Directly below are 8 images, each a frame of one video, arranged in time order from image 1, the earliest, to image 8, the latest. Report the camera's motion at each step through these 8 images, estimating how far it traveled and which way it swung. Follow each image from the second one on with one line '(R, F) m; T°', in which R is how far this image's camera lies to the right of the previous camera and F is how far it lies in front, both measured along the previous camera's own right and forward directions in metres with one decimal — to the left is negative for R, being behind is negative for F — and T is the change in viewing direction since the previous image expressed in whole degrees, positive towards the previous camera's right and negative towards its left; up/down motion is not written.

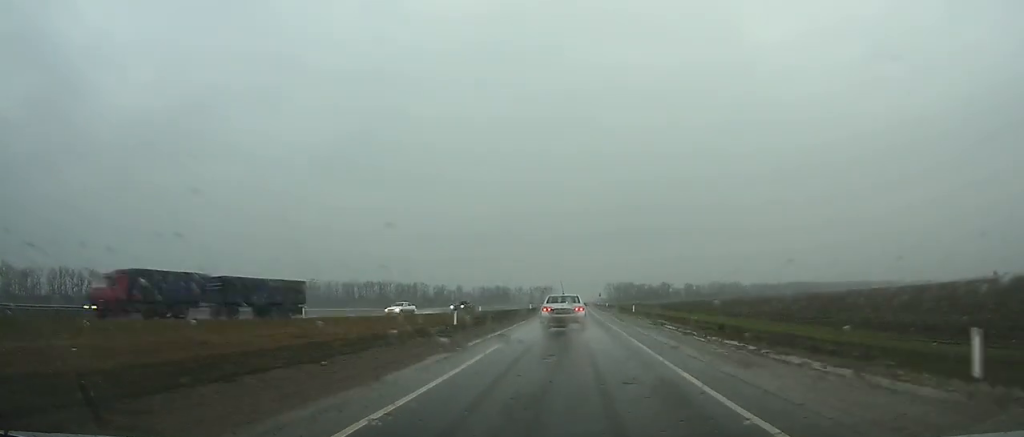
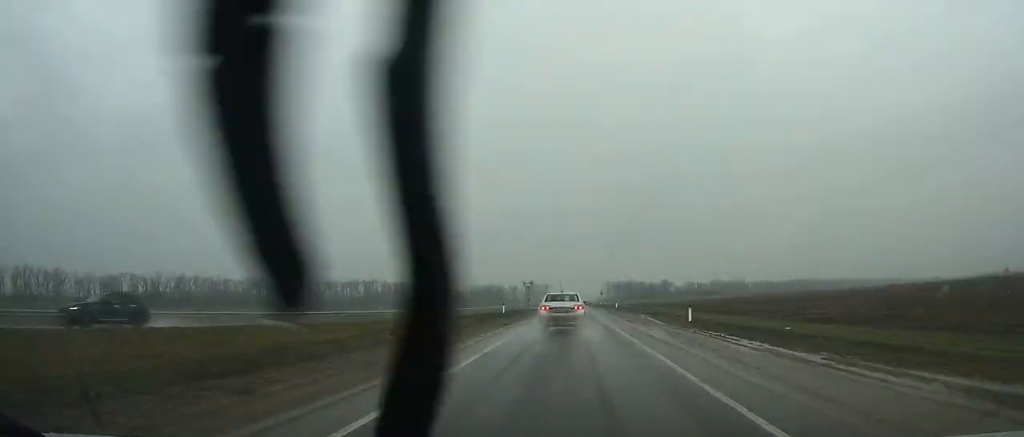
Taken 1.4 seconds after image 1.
(+0.2, +29.0) m; 0°
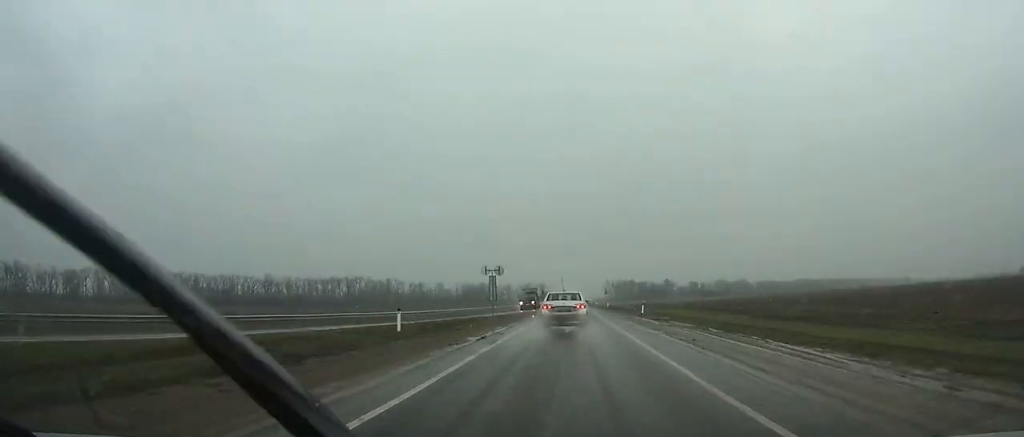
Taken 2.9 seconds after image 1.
(+0.1, +31.0) m; 0°
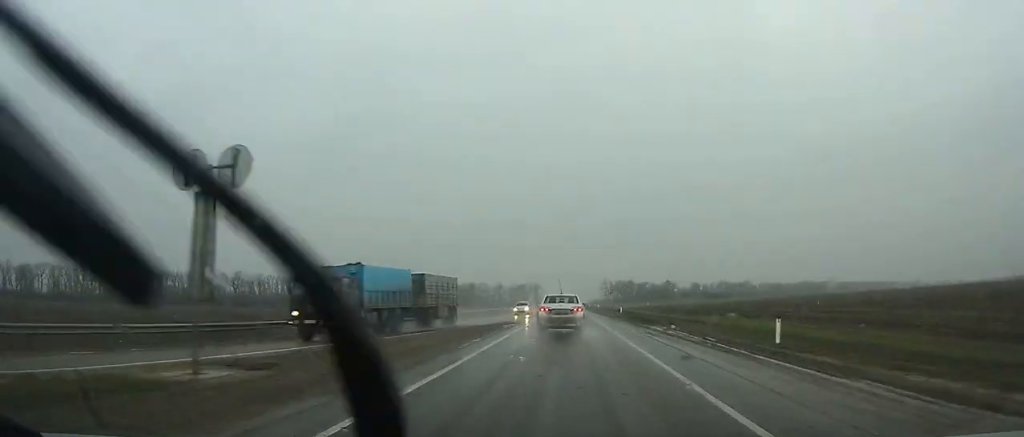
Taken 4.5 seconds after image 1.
(0.0, +33.1) m; 0°
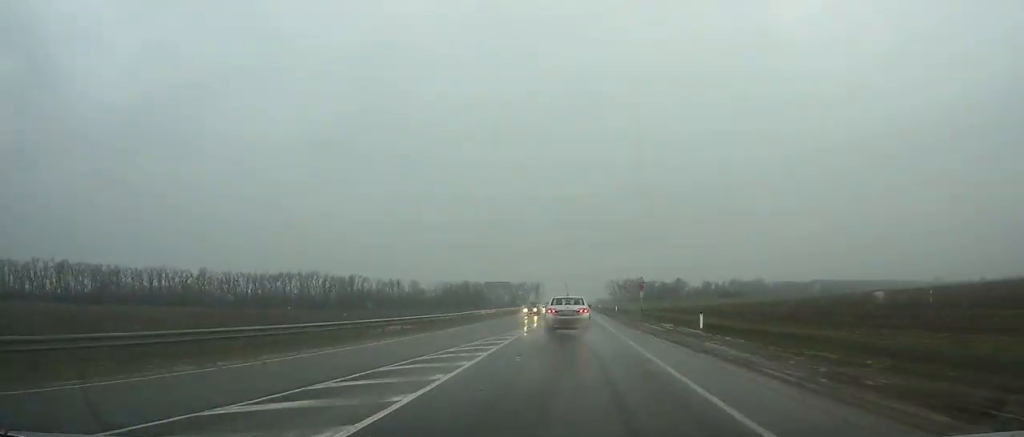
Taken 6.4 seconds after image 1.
(0.0, +39.2) m; 0°
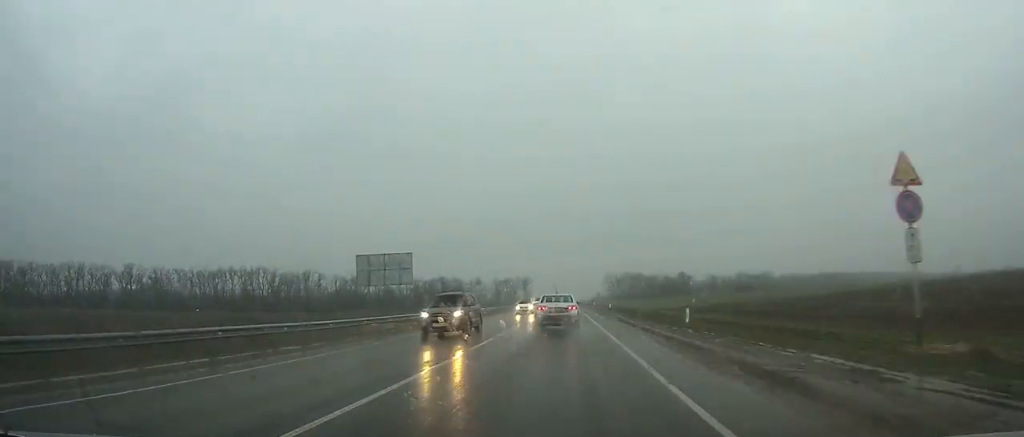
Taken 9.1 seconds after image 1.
(+0.3, +55.5) m; 0°
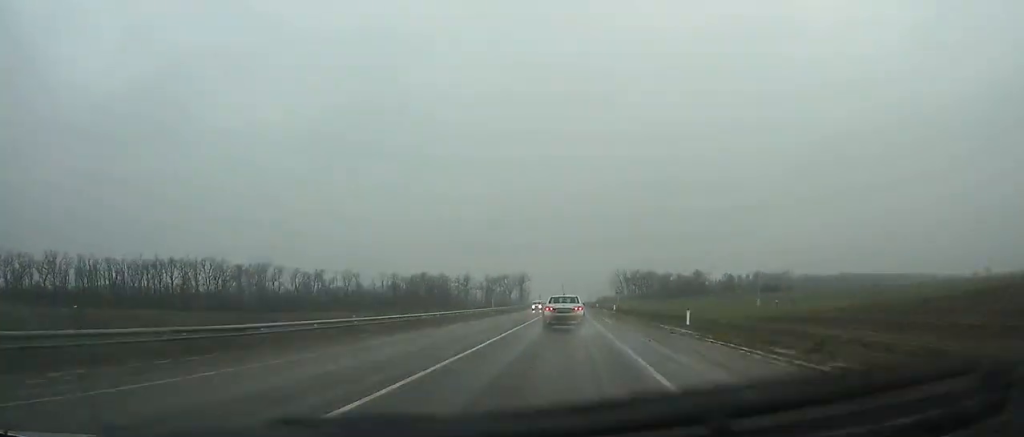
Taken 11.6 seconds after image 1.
(-0.3, +51.3) m; 0°
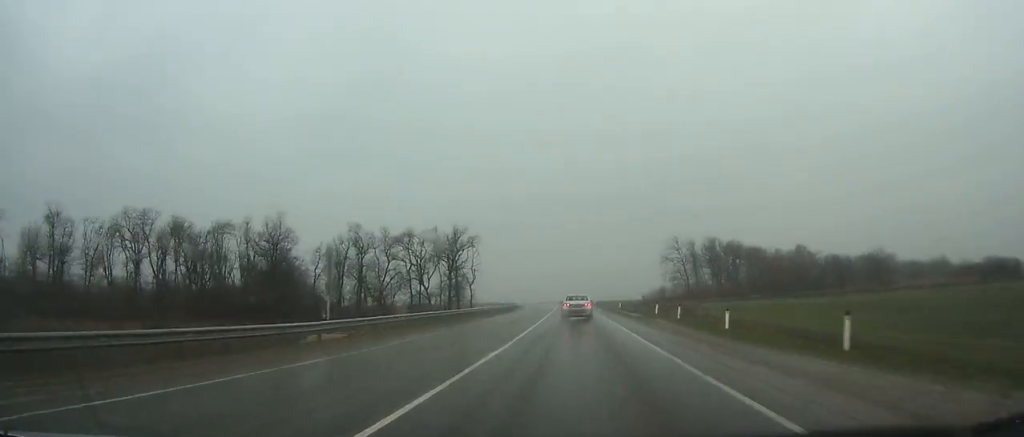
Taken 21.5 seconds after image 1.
(-0.8, +206.3) m; -1°
